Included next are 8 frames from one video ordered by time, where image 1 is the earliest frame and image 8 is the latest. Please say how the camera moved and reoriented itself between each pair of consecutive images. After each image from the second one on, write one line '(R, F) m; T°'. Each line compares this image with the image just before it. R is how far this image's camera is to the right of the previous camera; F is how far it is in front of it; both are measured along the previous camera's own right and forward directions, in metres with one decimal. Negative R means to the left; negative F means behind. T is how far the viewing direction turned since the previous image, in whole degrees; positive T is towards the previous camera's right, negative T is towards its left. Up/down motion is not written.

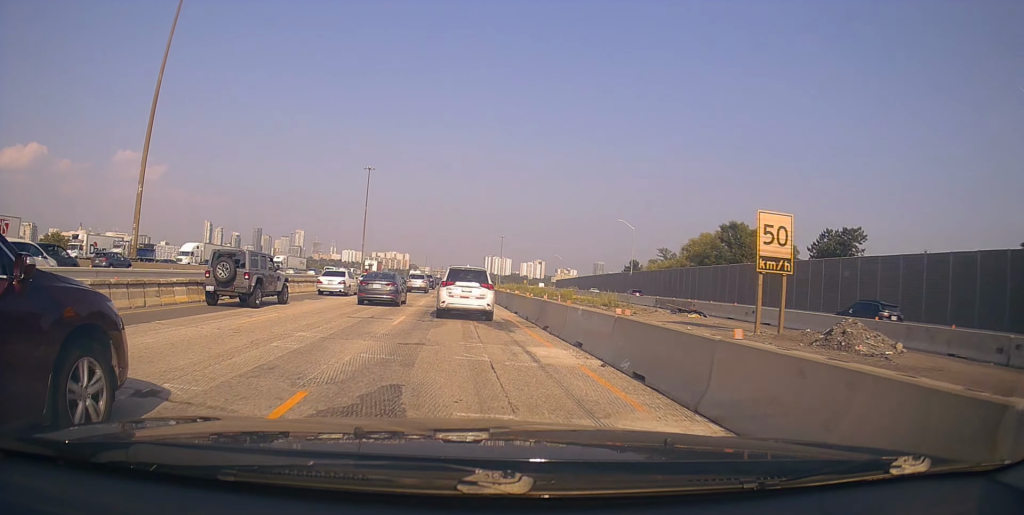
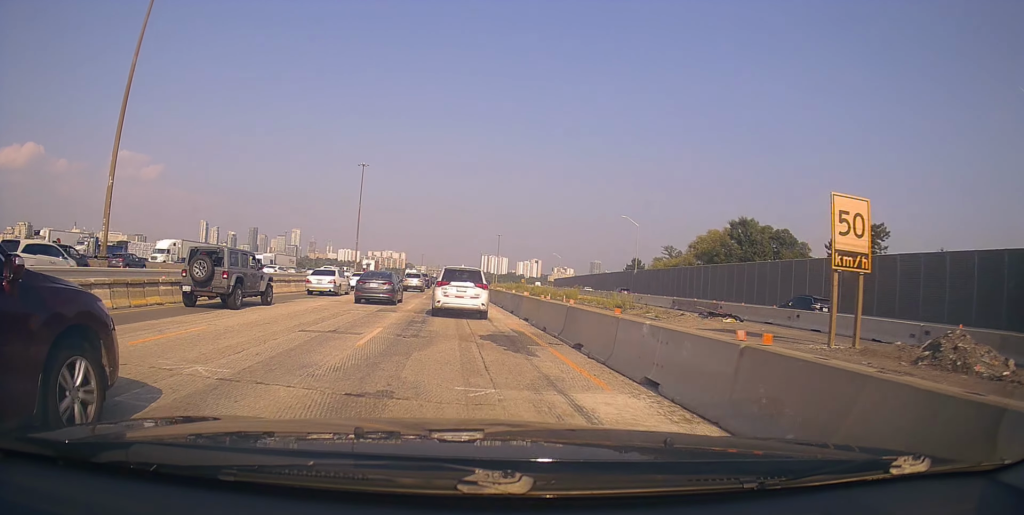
(-0.2, +4.7) m; -1°
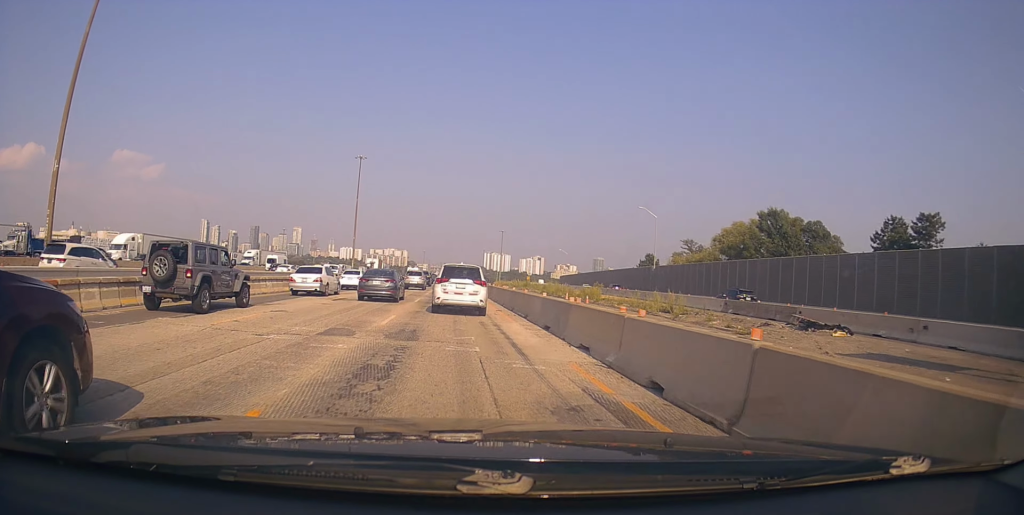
(-0.1, +8.4) m; +1°
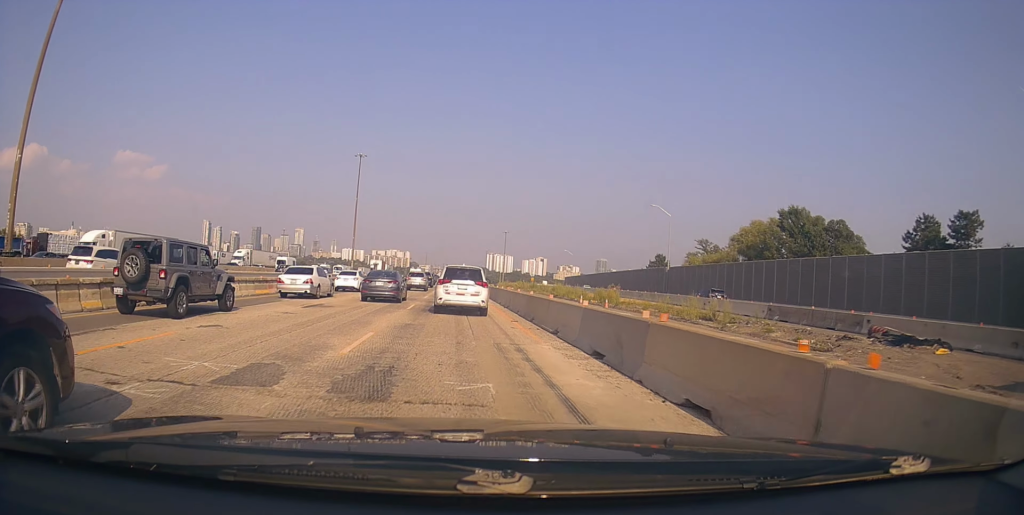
(0.0, +5.0) m; +1°
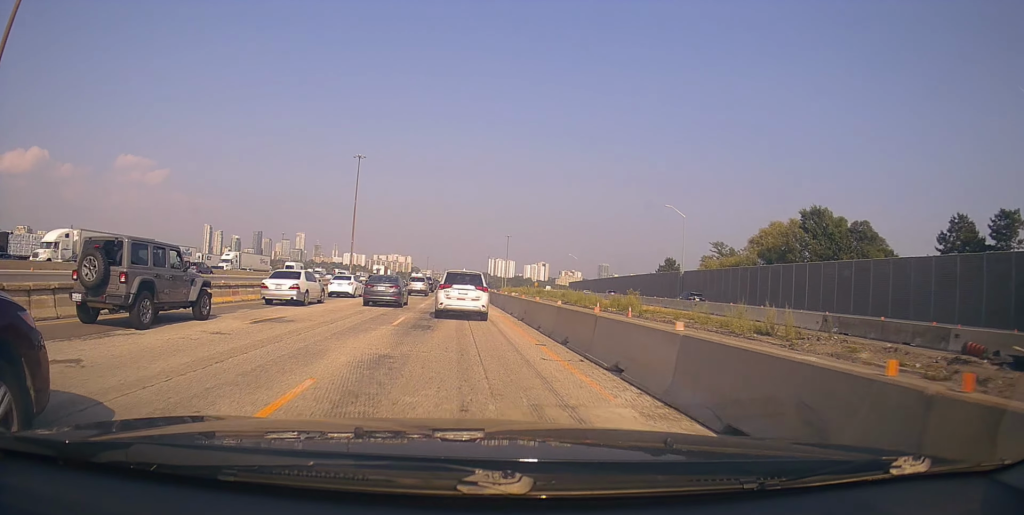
(+0.3, +5.0) m; 0°
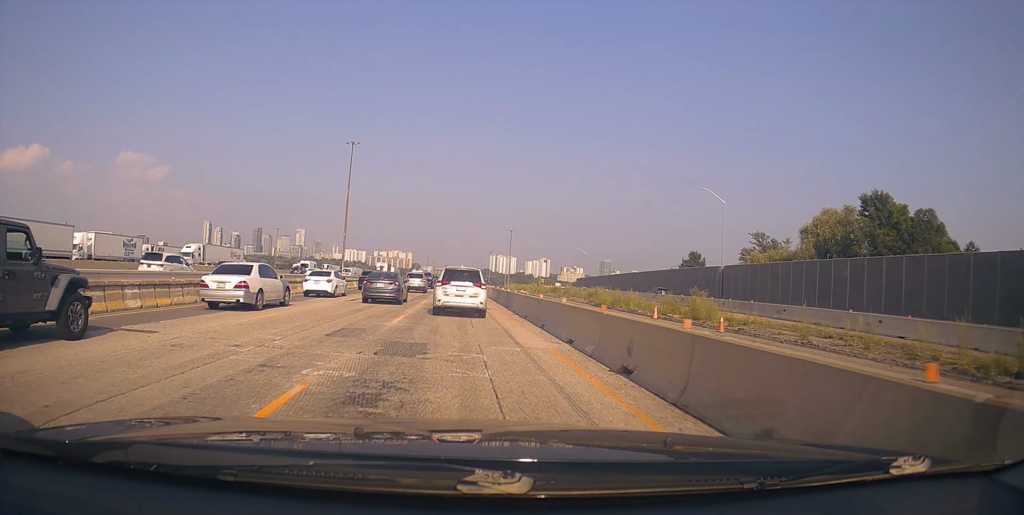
(-0.2, +12.0) m; -2°
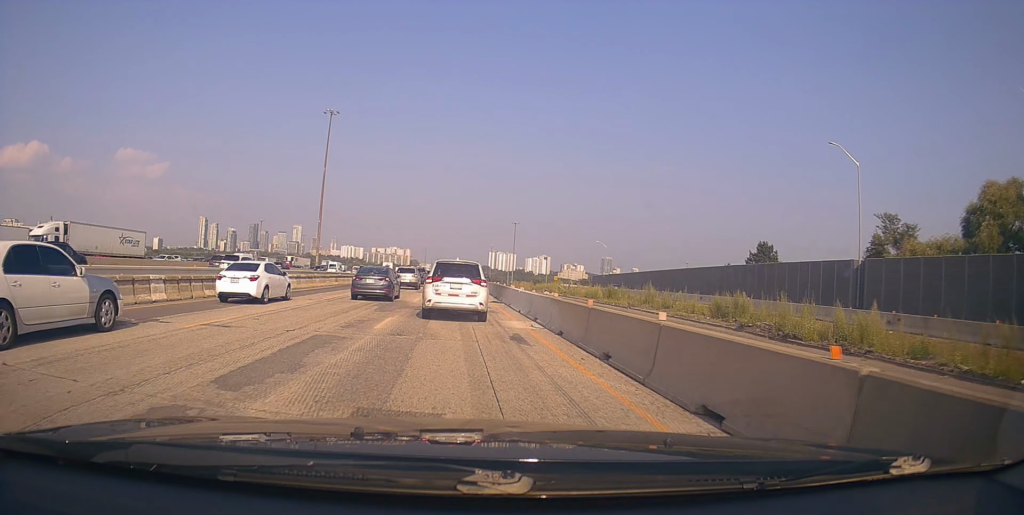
(+1.1, +27.7) m; +4°
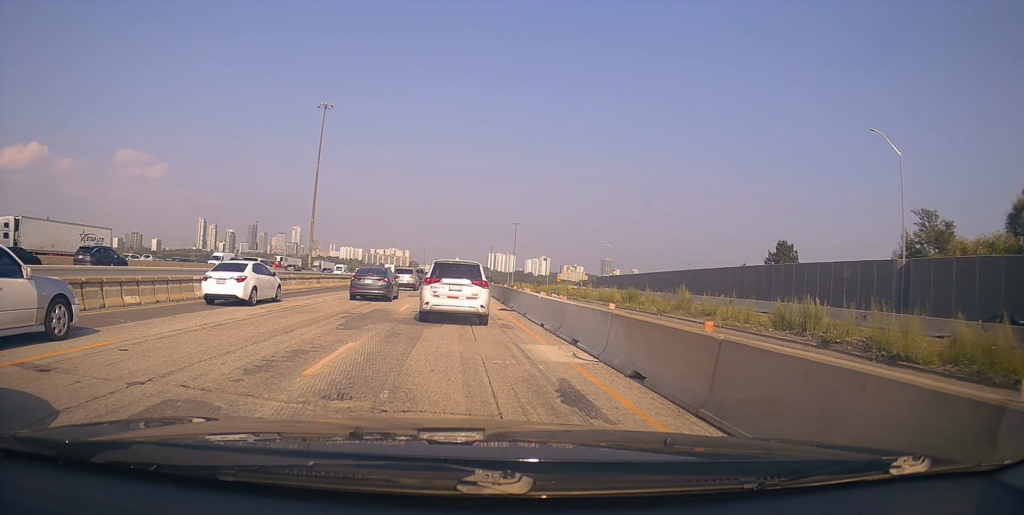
(+0.1, +6.4) m; -2°
